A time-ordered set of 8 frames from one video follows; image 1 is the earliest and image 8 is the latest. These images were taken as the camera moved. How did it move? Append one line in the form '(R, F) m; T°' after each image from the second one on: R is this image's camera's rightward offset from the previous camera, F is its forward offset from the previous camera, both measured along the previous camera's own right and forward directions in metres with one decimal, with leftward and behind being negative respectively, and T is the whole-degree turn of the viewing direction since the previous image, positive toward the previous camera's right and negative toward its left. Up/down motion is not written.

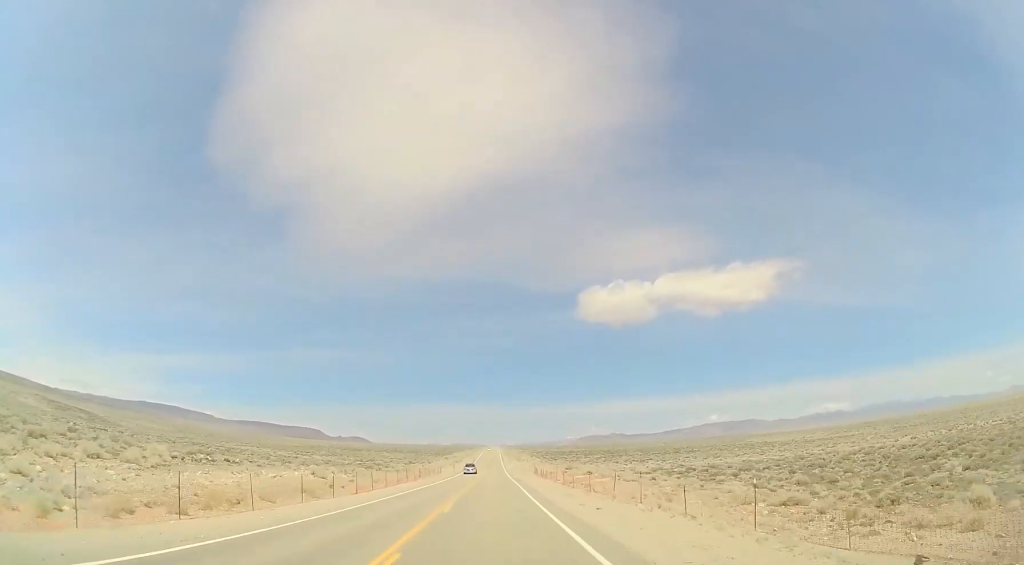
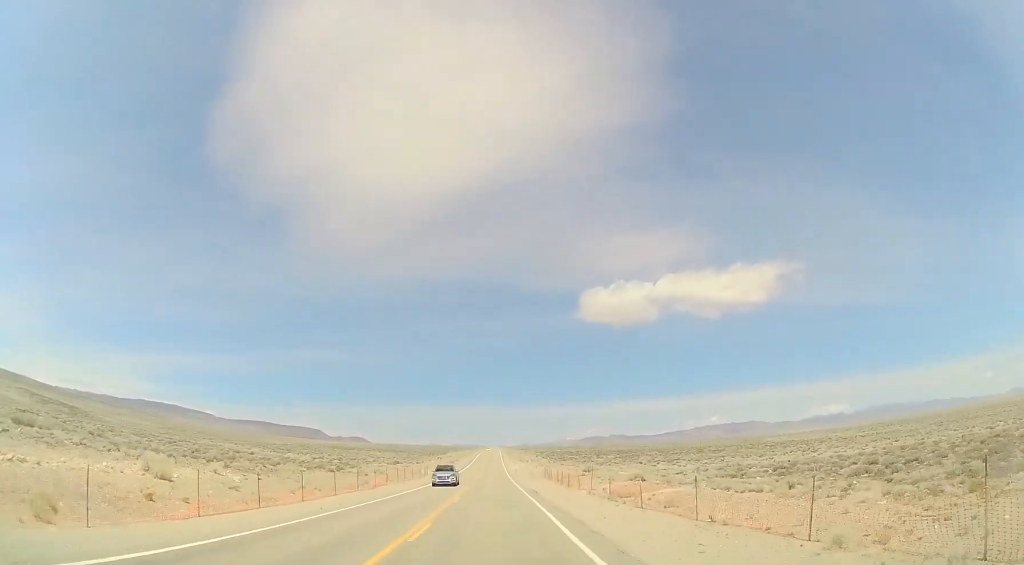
(+0.1, +19.5) m; 0°
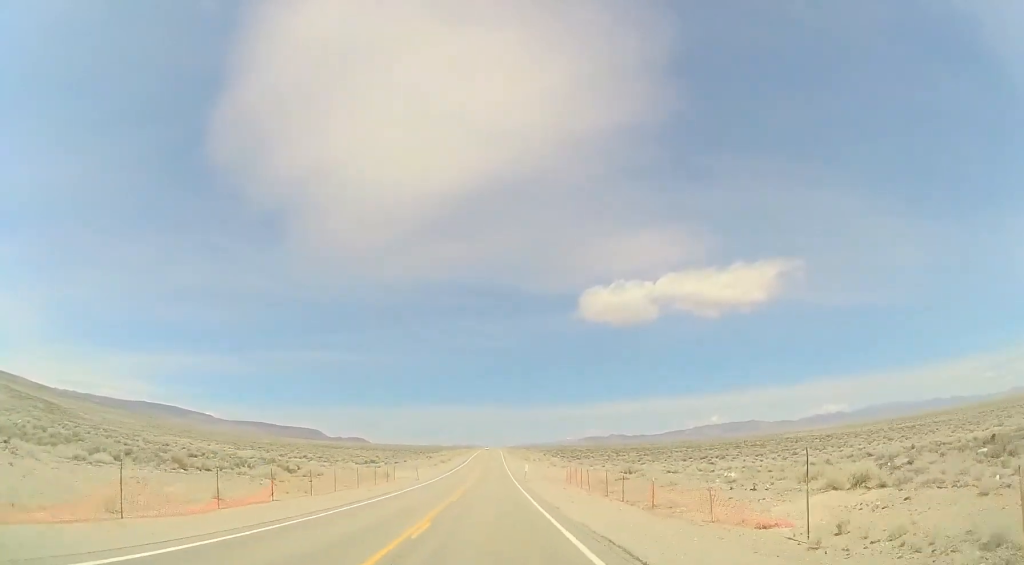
(+0.1, +23.8) m; 0°
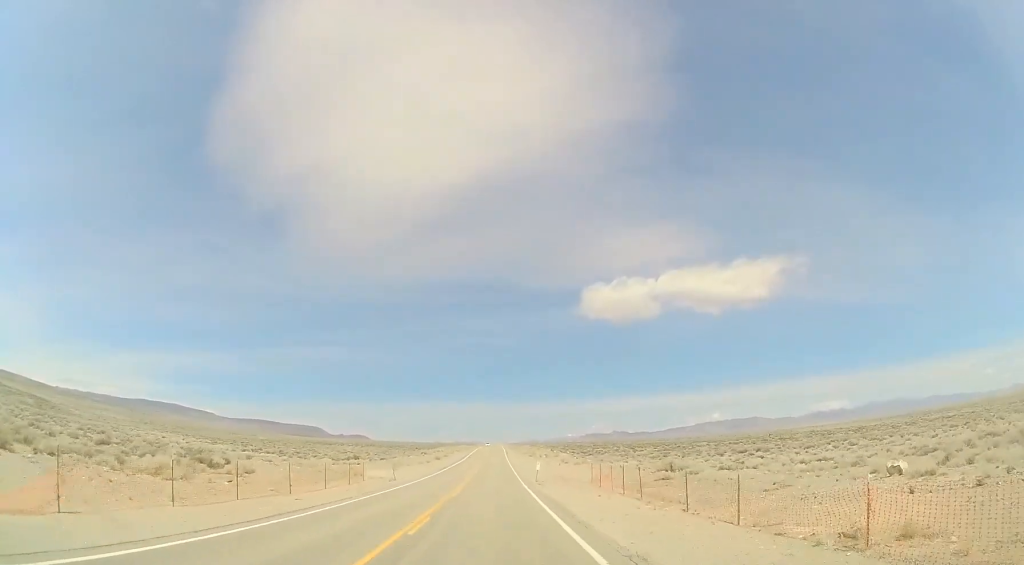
(0.0, +12.5) m; 0°
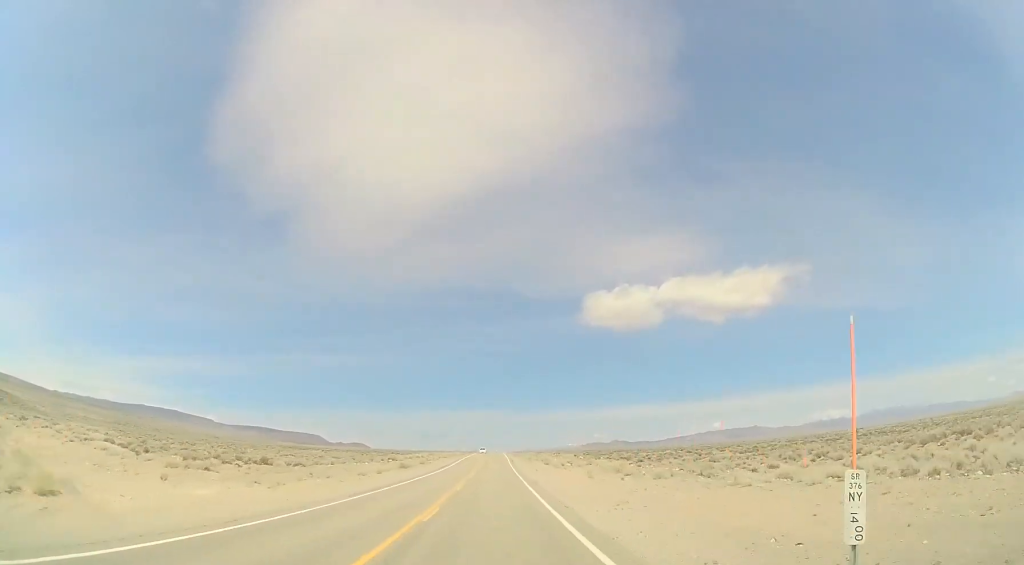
(+0.2, +34.4) m; 0°
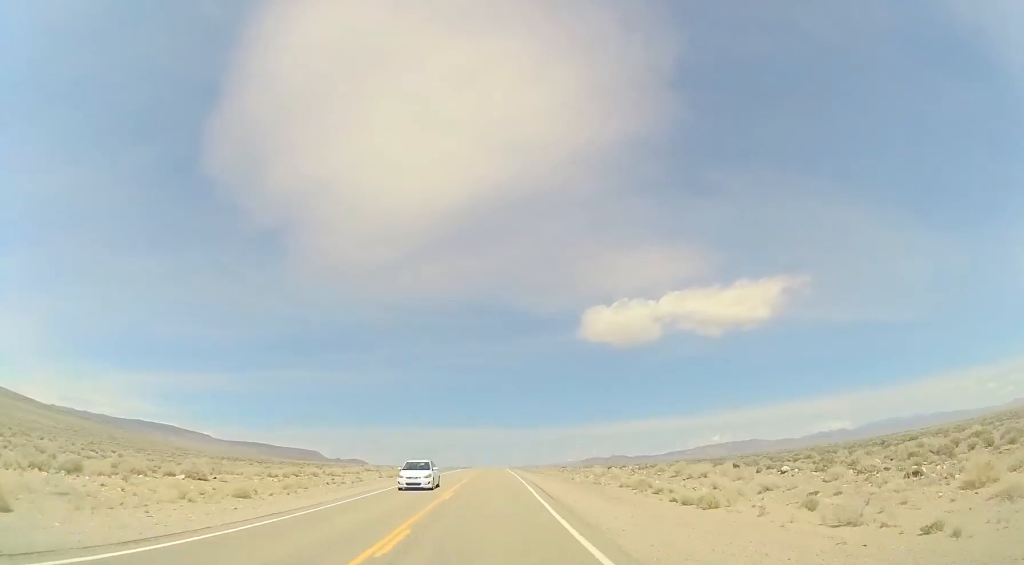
(-0.7, +54.1) m; -2°
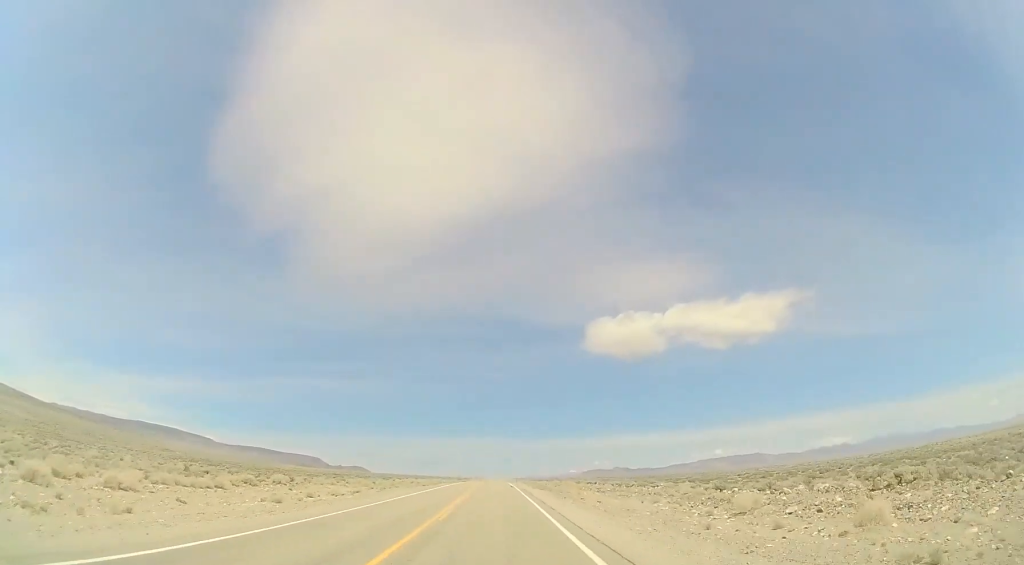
(-0.3, +28.0) m; 0°
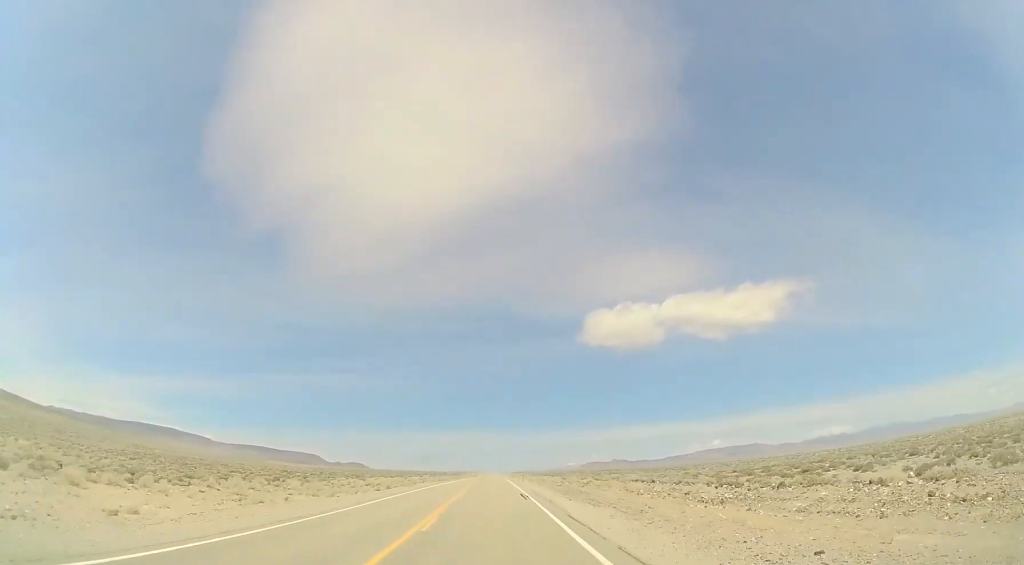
(+0.4, +28.0) m; 0°
